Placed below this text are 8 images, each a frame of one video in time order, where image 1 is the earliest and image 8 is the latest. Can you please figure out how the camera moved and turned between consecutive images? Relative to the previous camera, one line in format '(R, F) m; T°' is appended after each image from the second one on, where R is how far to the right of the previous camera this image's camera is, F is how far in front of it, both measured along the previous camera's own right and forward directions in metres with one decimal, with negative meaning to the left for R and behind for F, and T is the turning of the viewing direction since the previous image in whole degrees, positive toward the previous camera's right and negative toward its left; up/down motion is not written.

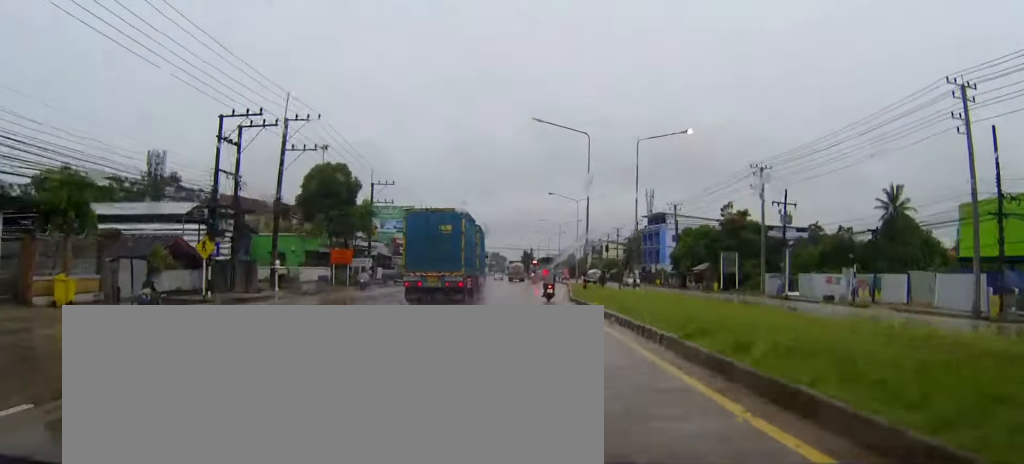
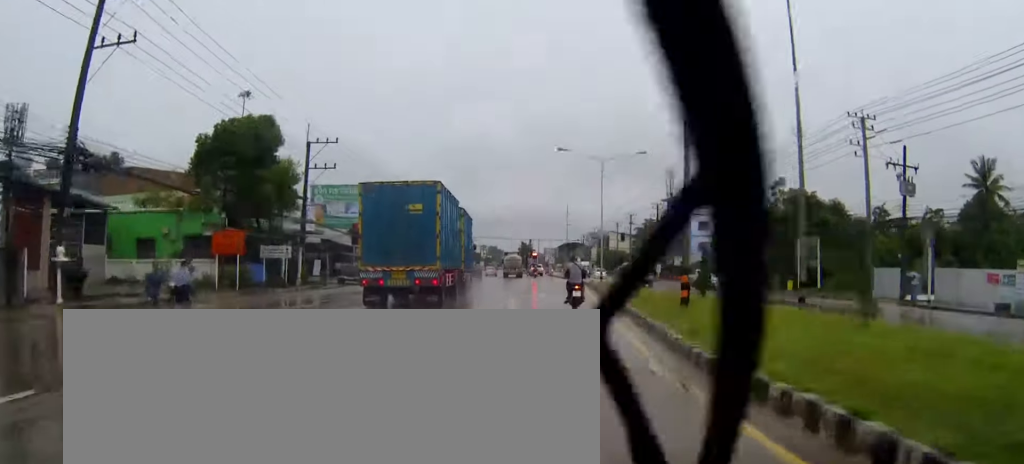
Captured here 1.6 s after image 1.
(+0.2, +25.0) m; 0°
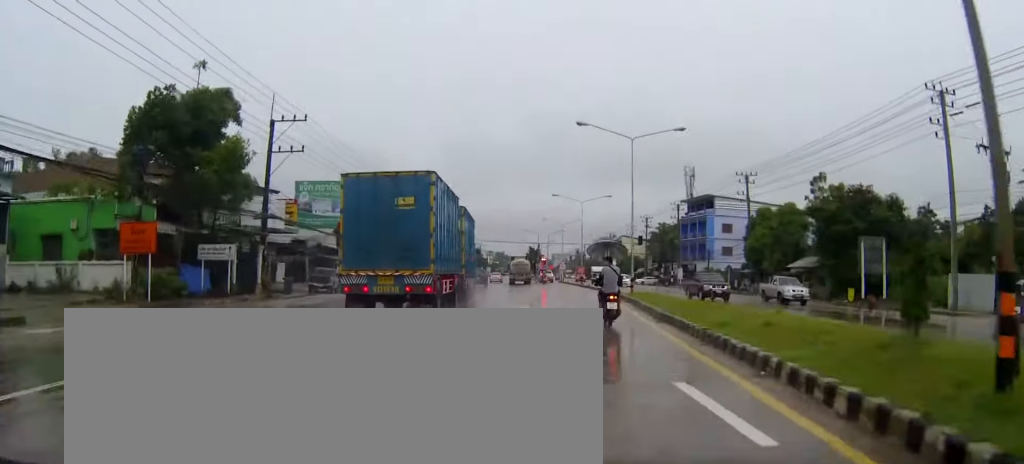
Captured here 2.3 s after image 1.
(-0.1, +10.7) m; 0°
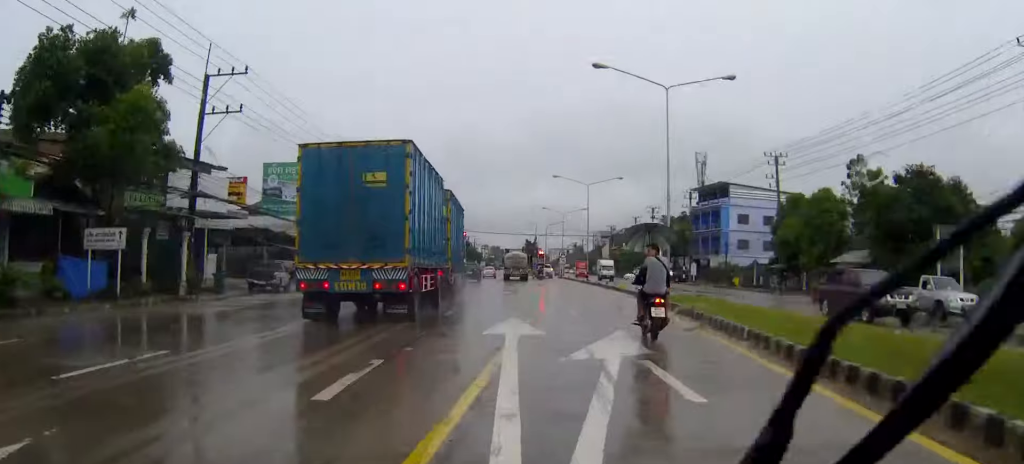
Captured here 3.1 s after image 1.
(0.0, +10.5) m; 0°
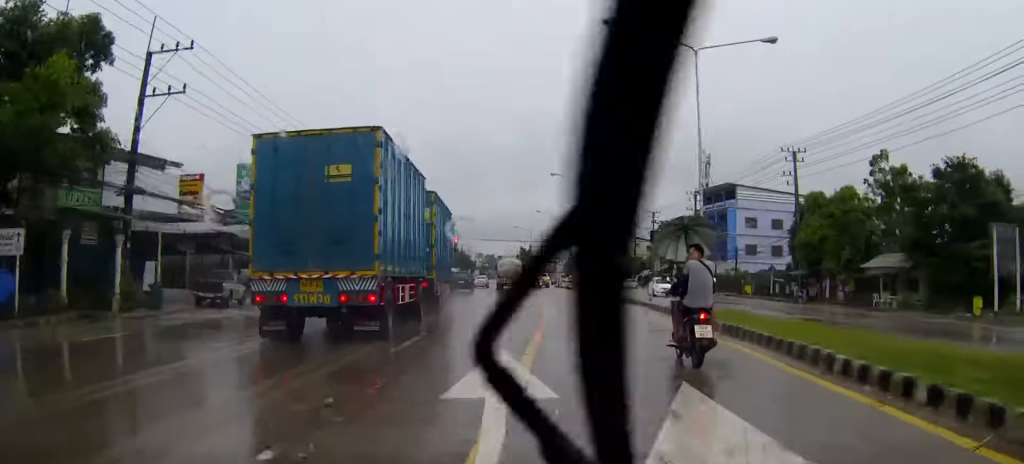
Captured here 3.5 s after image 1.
(0.0, +6.1) m; 0°
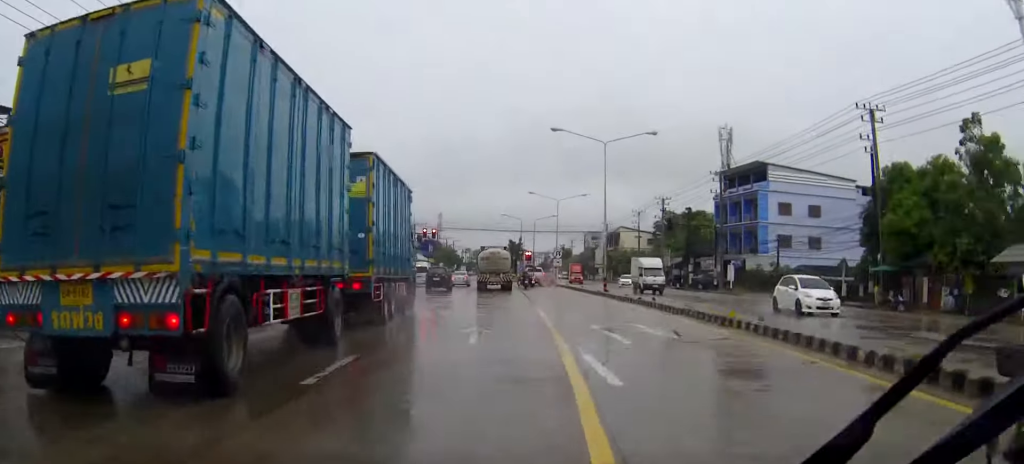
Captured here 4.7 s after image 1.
(+0.1, +16.5) m; +1°
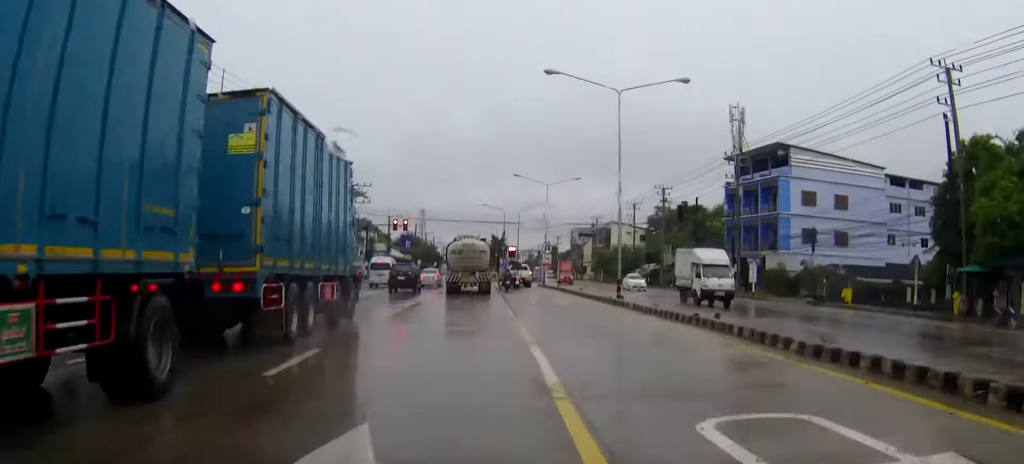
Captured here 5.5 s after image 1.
(+0.1, +11.6) m; +1°
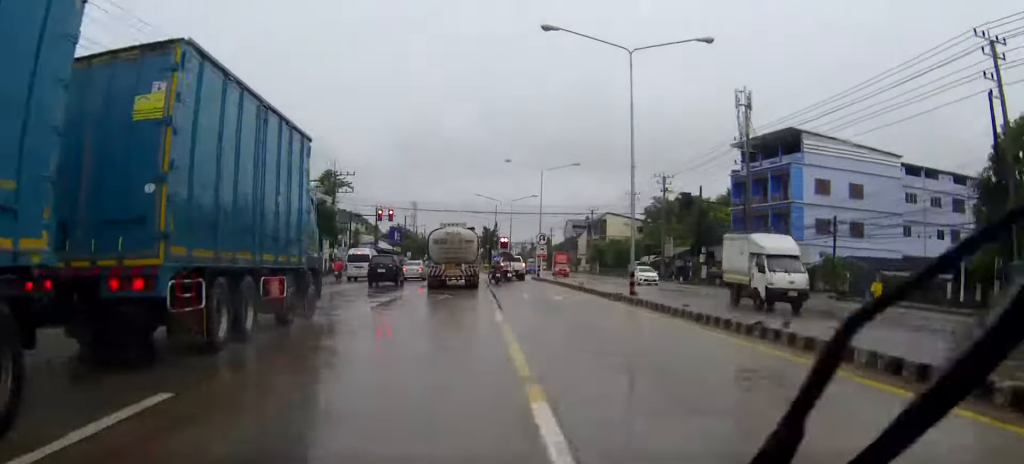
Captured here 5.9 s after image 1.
(0.0, +5.4) m; 0°
